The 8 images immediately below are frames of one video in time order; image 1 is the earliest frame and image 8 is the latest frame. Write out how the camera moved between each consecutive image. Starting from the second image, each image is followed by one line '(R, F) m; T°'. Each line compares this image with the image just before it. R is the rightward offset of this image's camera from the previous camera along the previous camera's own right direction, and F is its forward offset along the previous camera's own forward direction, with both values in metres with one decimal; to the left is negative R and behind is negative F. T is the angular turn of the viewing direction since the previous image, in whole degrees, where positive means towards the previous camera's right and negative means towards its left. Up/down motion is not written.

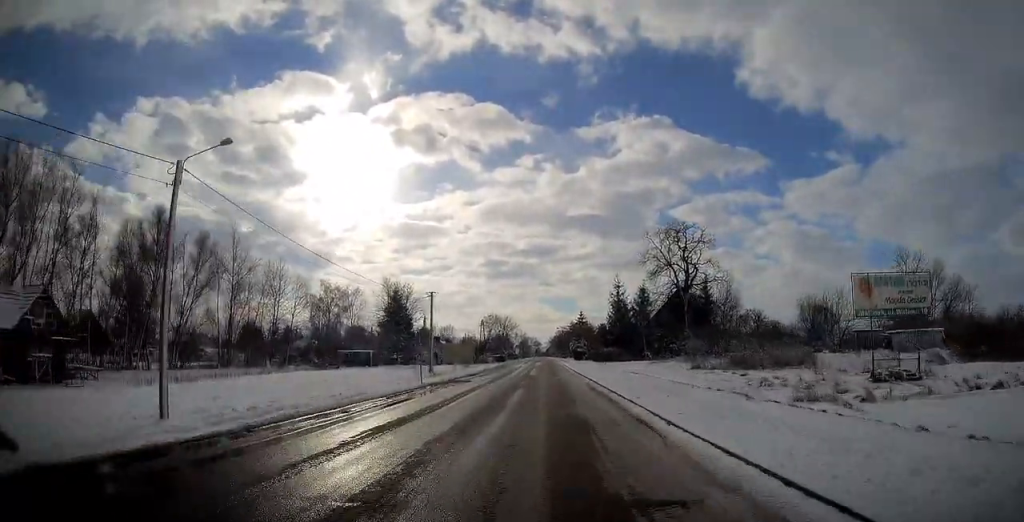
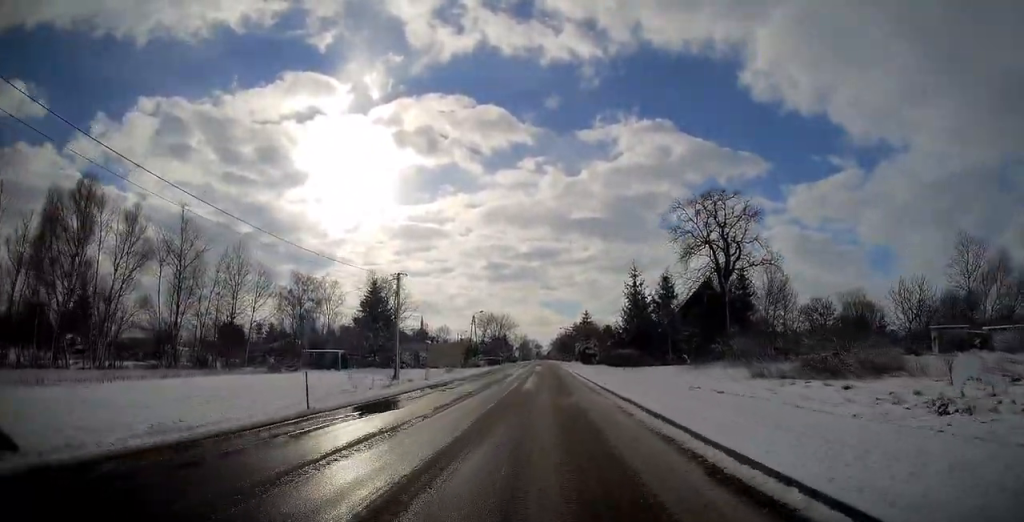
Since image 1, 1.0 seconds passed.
(0.0, +15.4) m; 0°
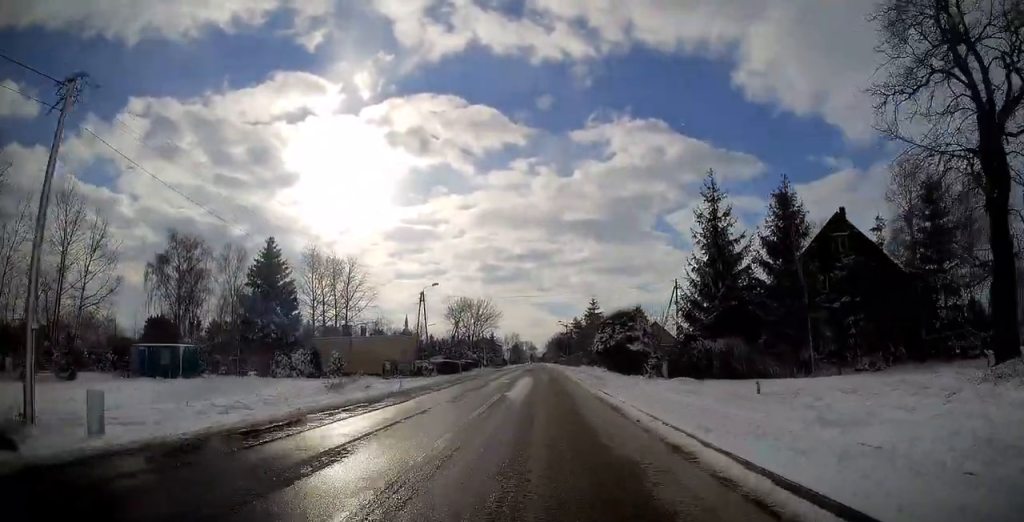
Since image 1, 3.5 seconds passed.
(0.0, +36.7) m; 0°
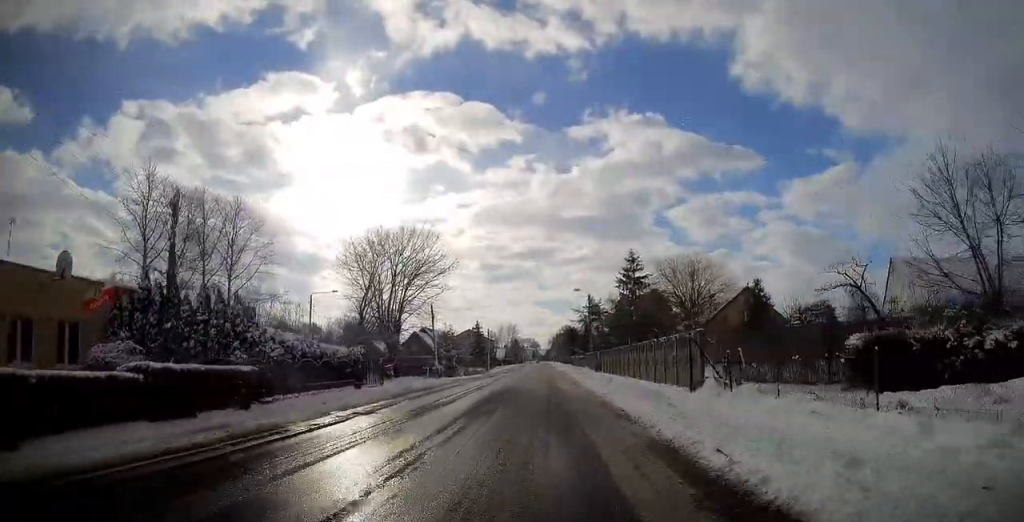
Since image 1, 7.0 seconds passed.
(-0.1, +51.6) m; 0°
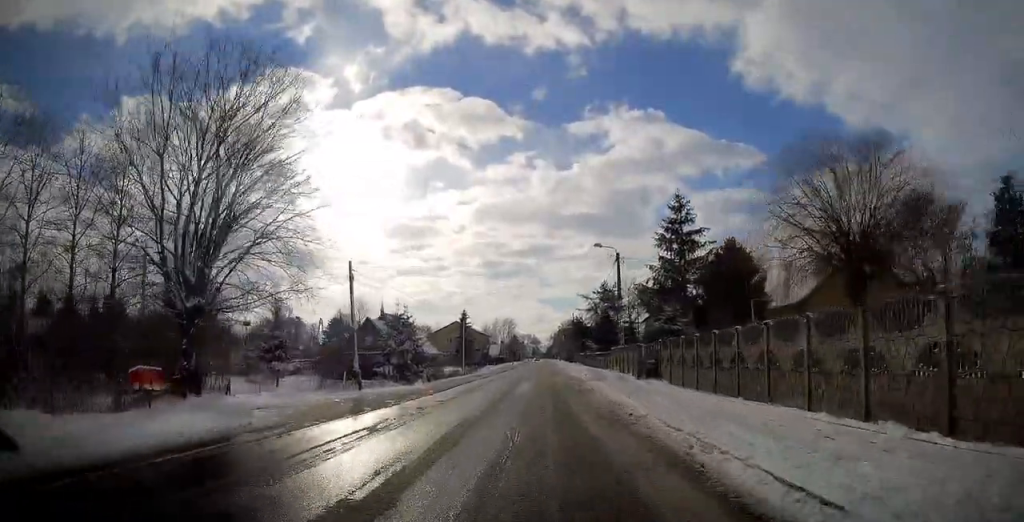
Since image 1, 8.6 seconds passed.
(0.0, +24.8) m; 0°
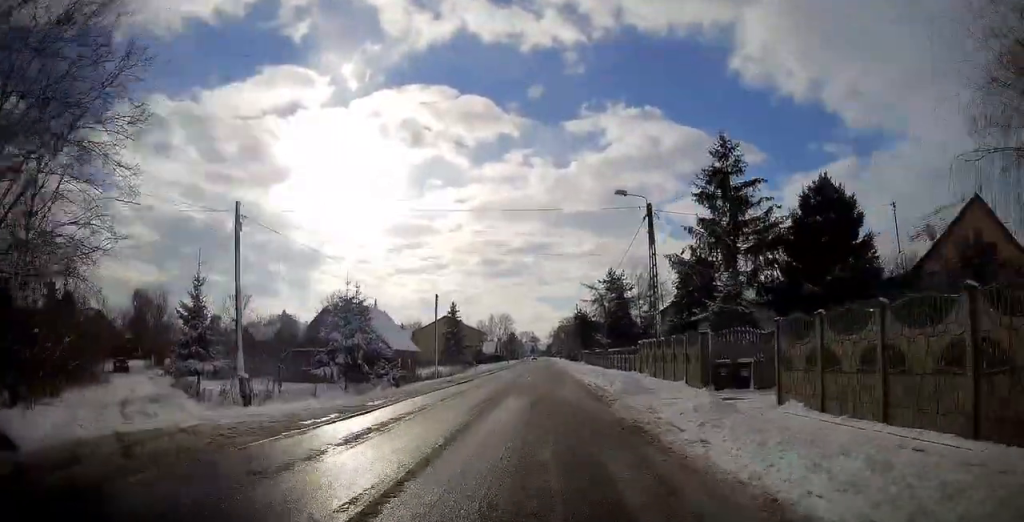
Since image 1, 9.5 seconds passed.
(+0.1, +12.9) m; 0°
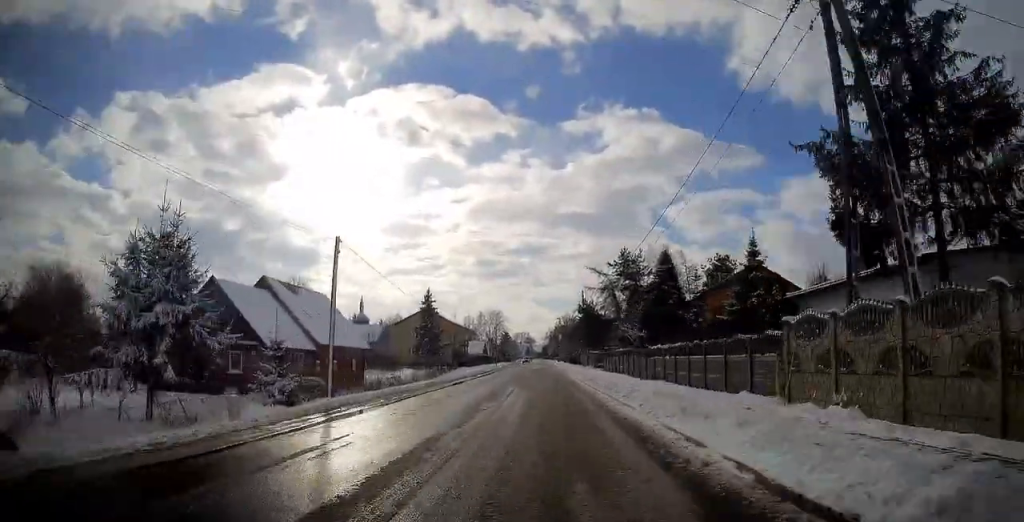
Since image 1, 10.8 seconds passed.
(+0.1, +19.3) m; 0°
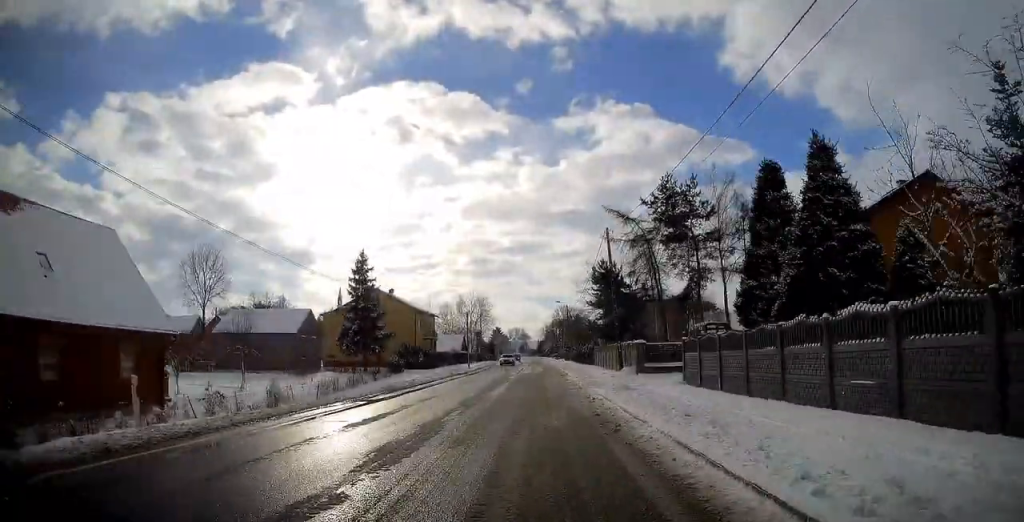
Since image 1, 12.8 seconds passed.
(0.0, +29.2) m; 0°
